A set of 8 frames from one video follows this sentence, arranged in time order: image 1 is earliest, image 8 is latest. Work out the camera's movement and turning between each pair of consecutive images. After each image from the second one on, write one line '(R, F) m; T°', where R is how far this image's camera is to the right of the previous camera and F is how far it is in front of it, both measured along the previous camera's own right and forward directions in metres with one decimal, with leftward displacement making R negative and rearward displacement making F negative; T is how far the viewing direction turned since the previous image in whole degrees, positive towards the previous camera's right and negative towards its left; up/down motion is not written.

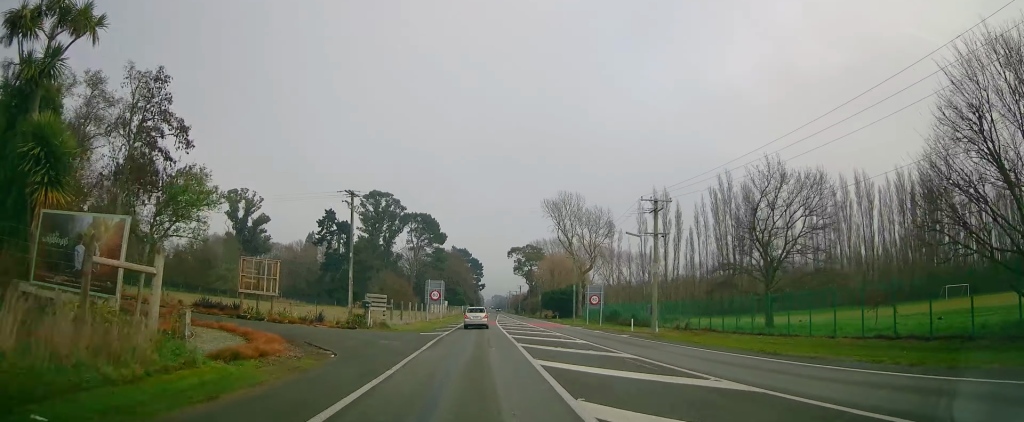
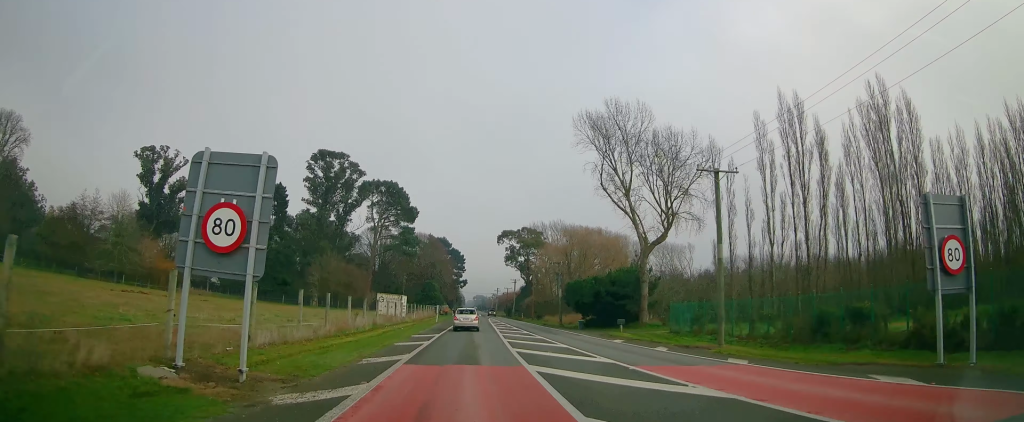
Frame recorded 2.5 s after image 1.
(+0.5, +44.3) m; +2°
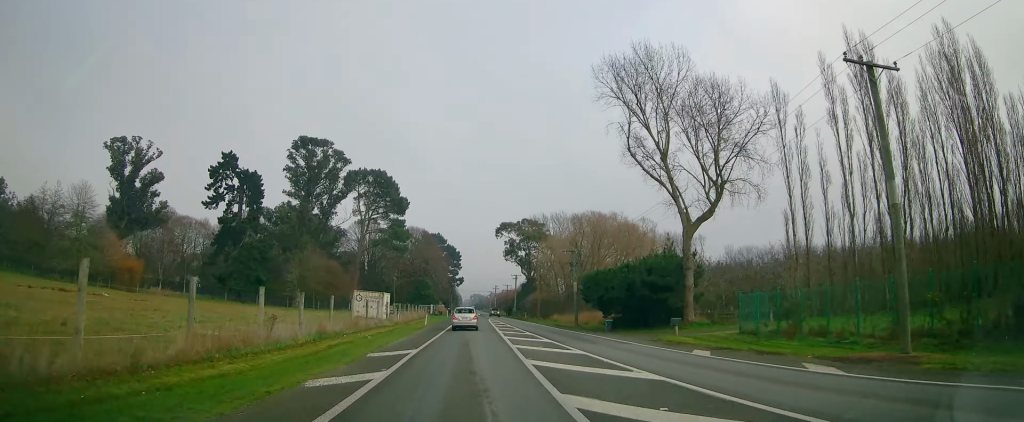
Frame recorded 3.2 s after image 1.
(+0.2, +11.7) m; +1°
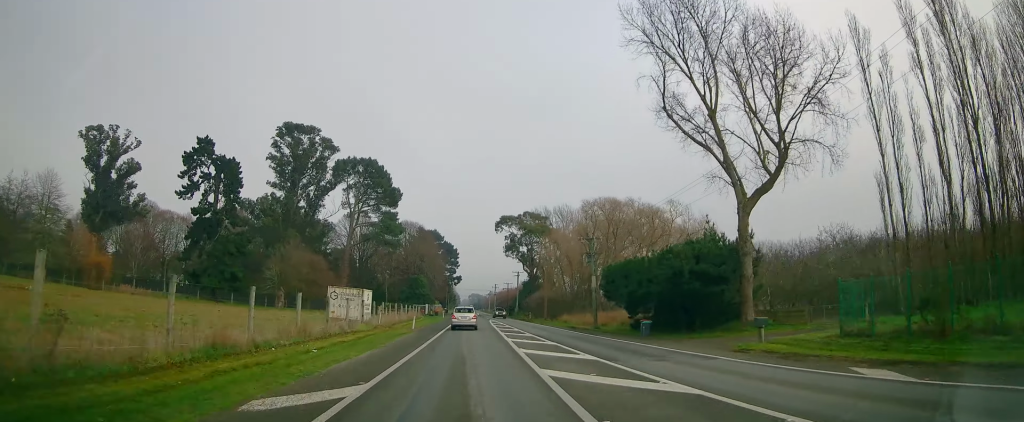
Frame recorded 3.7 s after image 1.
(0.0, +9.3) m; 0°
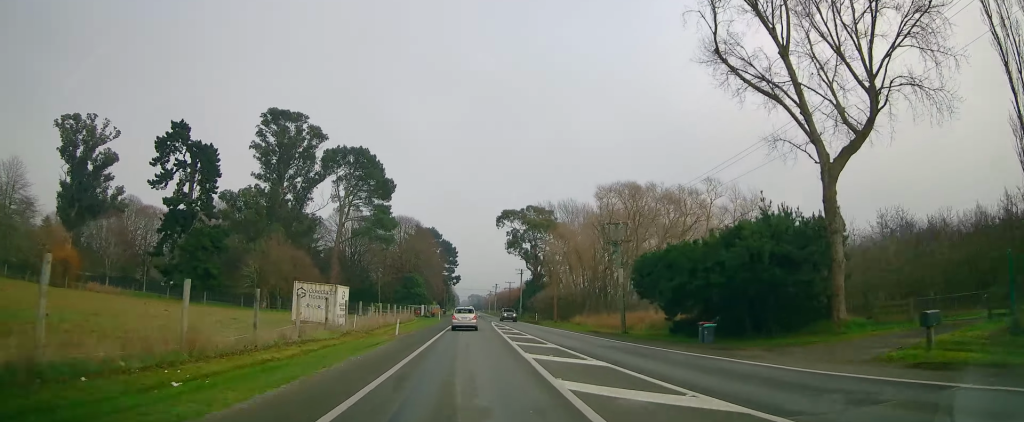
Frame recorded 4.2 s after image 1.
(0.0, +8.7) m; 0°
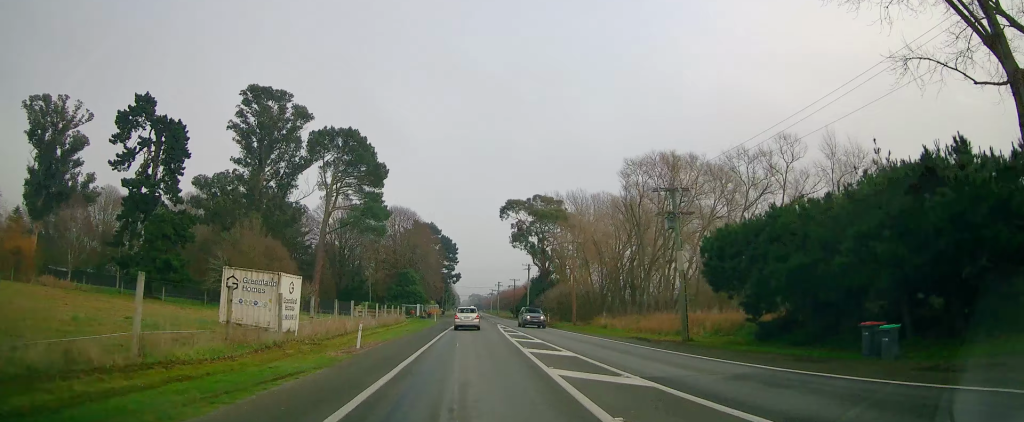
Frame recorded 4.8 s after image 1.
(0.0, +11.0) m; 0°
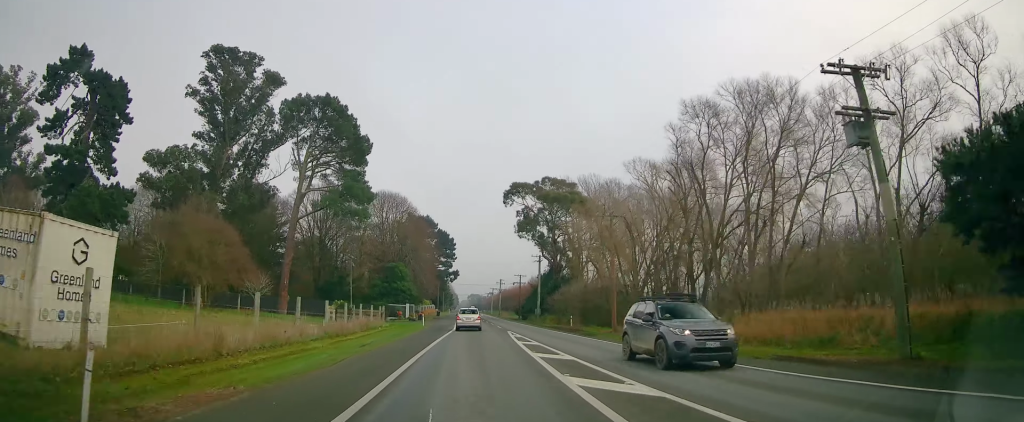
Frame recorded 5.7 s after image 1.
(0.0, +15.0) m; 0°
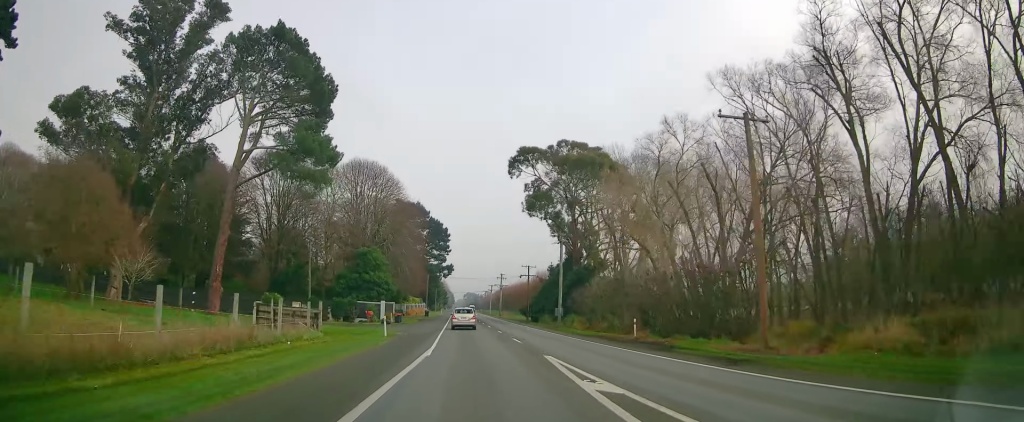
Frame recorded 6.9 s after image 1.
(0.0, +20.2) m; 0°
